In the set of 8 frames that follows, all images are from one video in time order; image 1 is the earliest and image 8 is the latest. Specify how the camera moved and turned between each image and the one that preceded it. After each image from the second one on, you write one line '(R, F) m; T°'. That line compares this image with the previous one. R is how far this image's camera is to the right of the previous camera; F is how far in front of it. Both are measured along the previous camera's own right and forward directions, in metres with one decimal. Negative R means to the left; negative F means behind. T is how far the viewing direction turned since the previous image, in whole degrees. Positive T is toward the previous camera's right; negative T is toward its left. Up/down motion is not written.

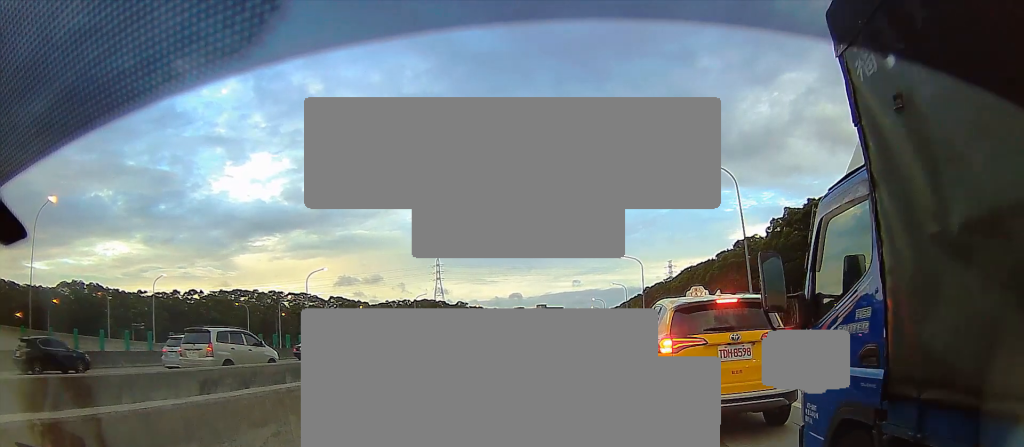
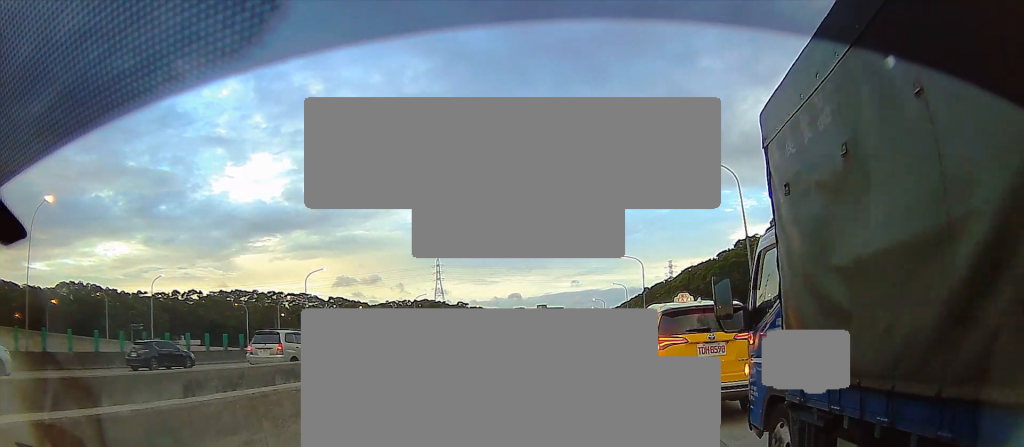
(0.0, +0.7) m; 0°
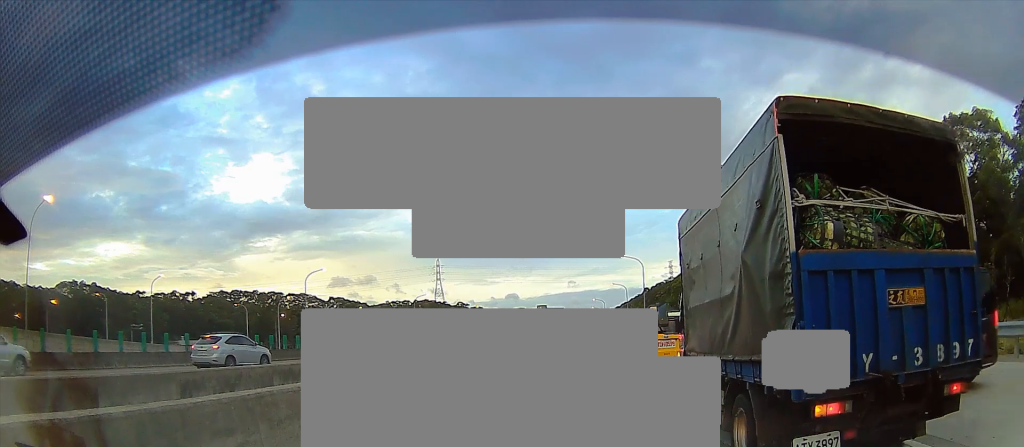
(0.0, +1.1) m; 0°
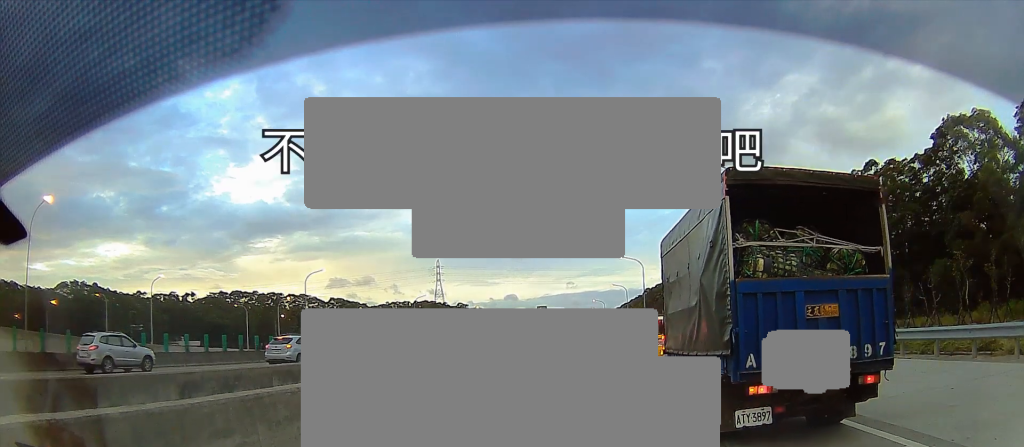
(0.0, +0.5) m; 0°
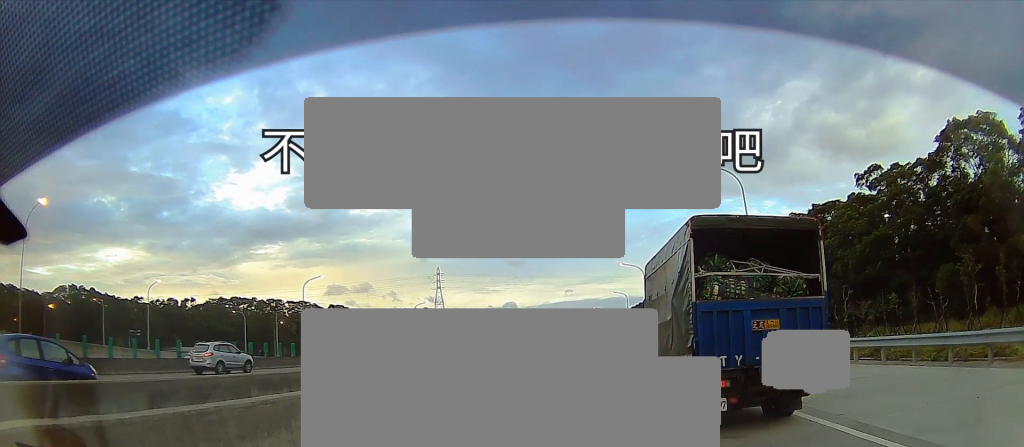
(0.0, +0.8) m; 0°
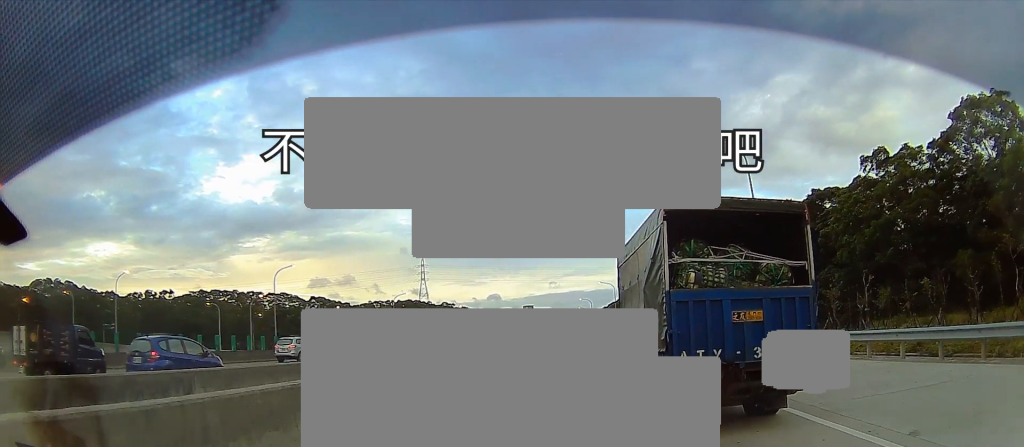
(0.0, +2.7) m; 0°
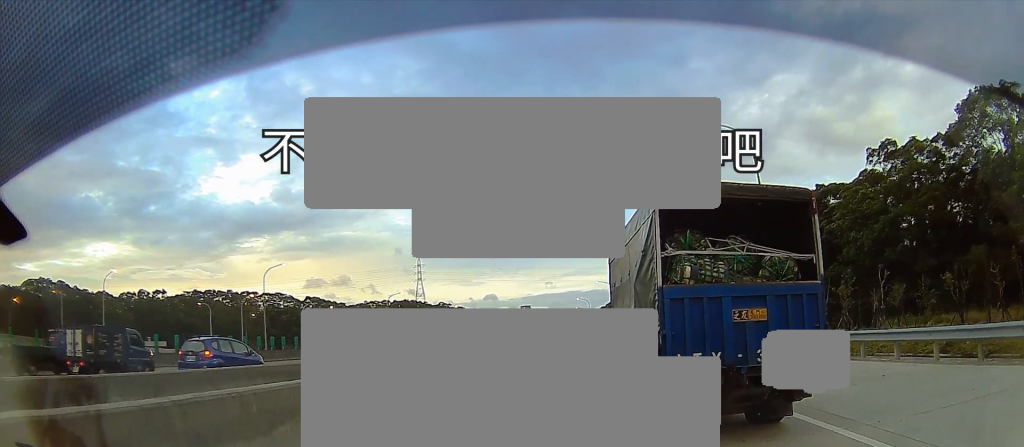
(0.0, +1.8) m; 0°
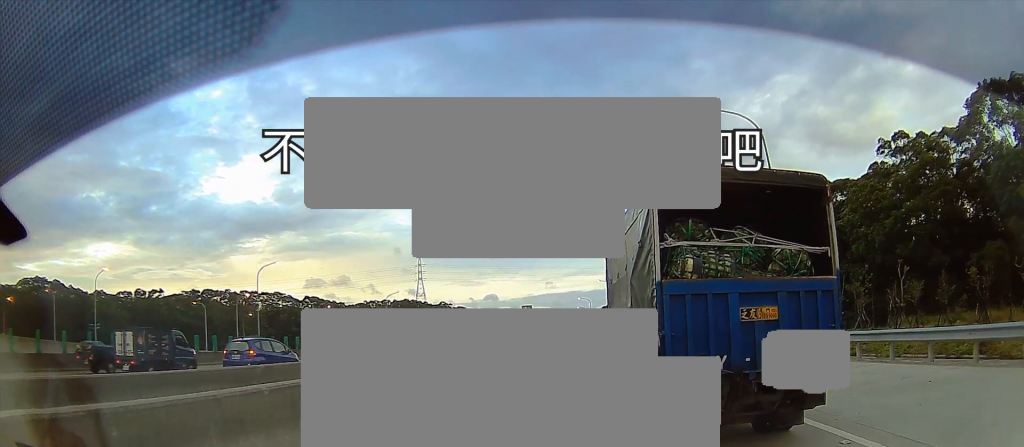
(0.0, +2.0) m; 0°
